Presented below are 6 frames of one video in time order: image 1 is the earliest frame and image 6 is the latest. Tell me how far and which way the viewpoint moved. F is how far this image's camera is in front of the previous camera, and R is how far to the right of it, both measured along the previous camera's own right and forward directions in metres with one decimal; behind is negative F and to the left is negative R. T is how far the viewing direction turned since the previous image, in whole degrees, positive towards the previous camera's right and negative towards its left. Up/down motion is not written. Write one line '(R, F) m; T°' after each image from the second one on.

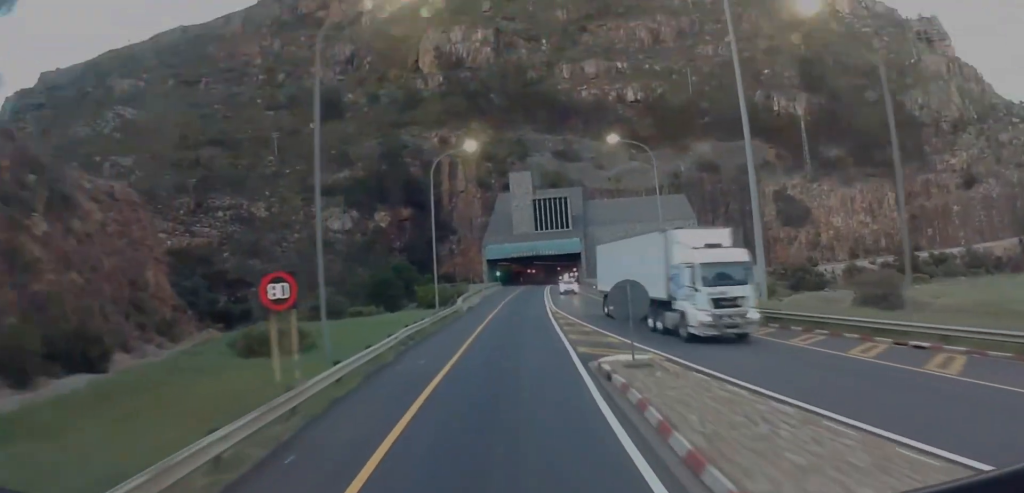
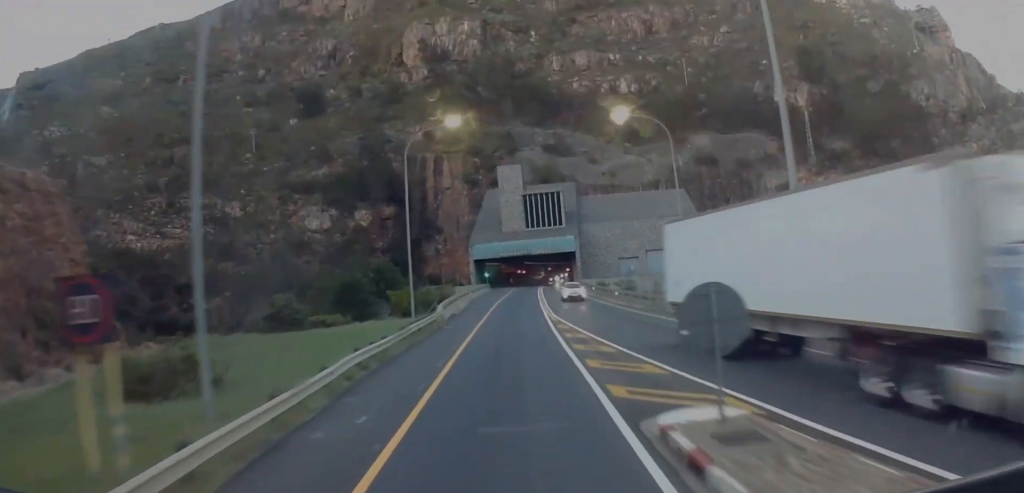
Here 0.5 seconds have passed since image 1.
(-0.1, +8.1) m; +1°
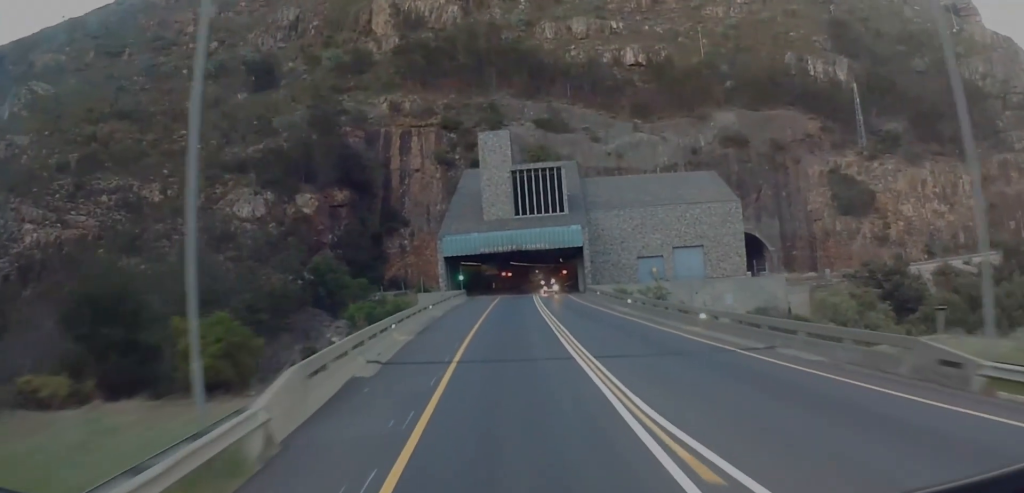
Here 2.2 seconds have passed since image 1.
(+1.1, +29.4) m; +3°
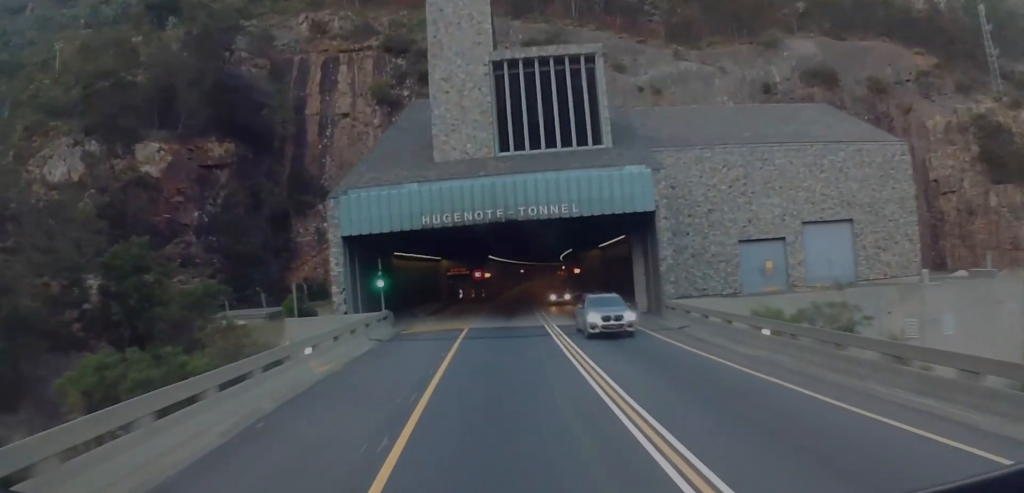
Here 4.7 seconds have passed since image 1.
(+0.5, +44.6) m; 0°
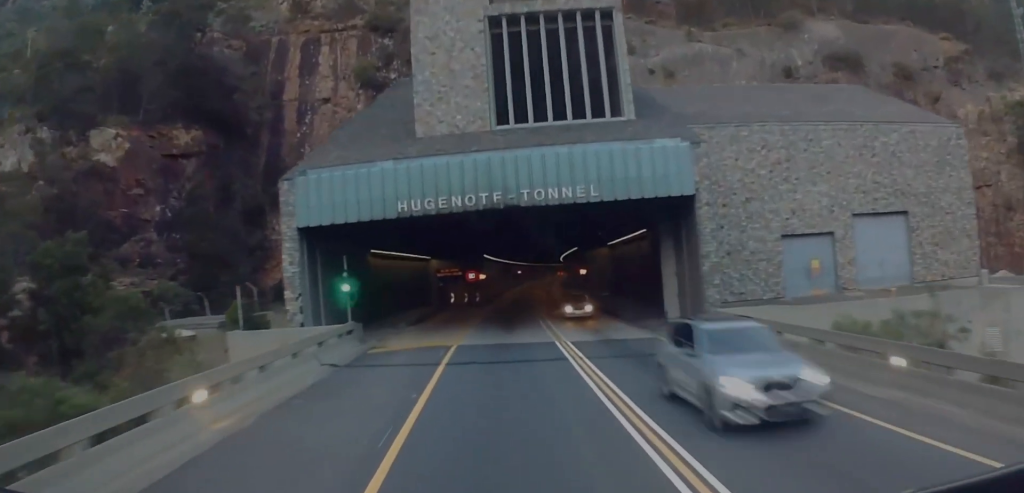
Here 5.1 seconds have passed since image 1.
(-0.1, +7.4) m; 0°
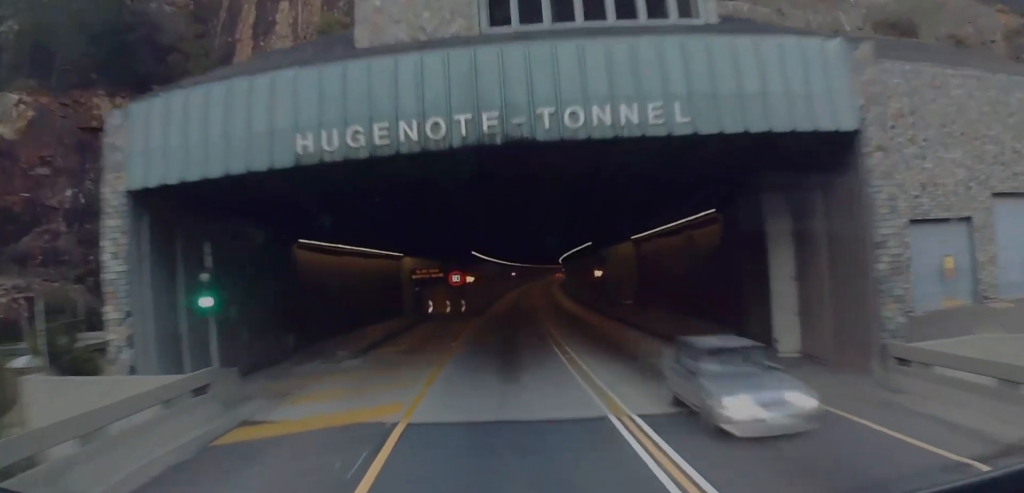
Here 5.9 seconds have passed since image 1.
(-0.1, +13.6) m; 0°
